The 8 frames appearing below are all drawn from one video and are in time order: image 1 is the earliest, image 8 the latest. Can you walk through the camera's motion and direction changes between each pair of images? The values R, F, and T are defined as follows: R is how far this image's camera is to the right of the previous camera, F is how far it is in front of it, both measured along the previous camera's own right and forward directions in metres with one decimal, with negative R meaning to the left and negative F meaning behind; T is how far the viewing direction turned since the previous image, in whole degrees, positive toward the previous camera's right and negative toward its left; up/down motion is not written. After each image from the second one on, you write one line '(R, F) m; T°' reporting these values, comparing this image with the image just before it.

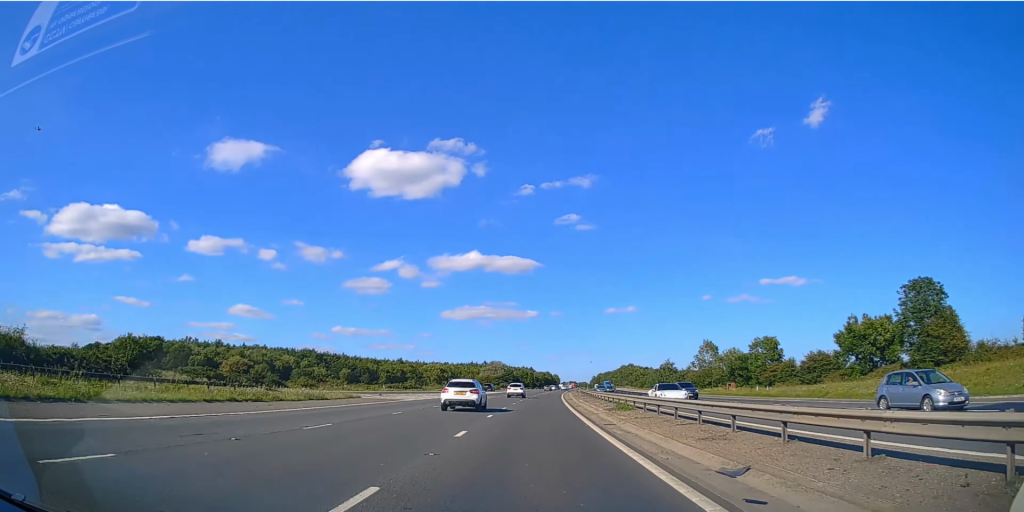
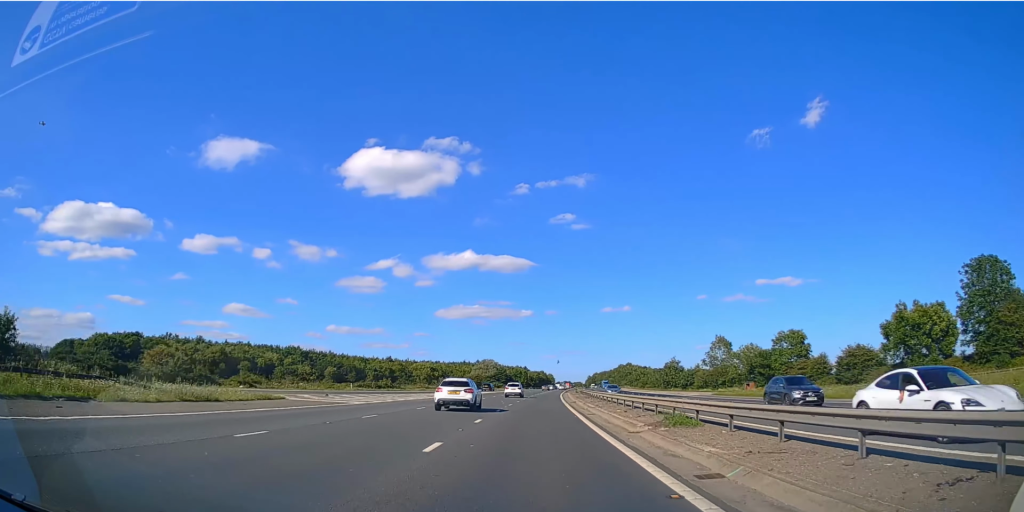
(+0.1, +12.8) m; 0°
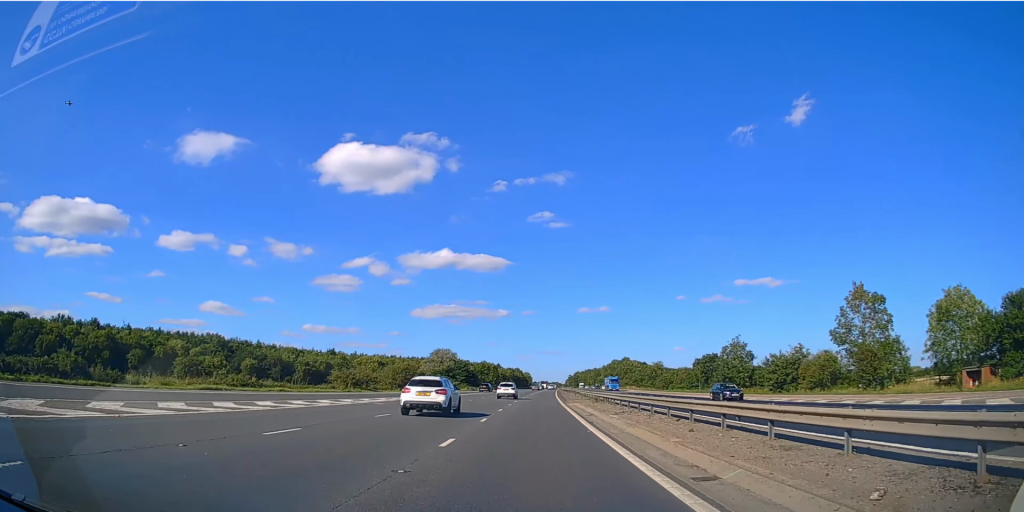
(+0.9, +61.3) m; +2°
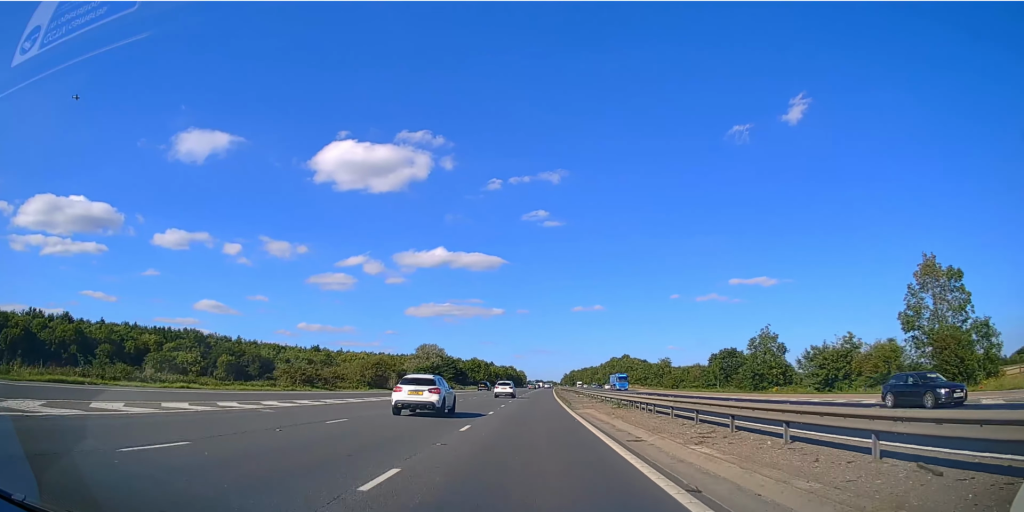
(+0.1, +12.9) m; 0°
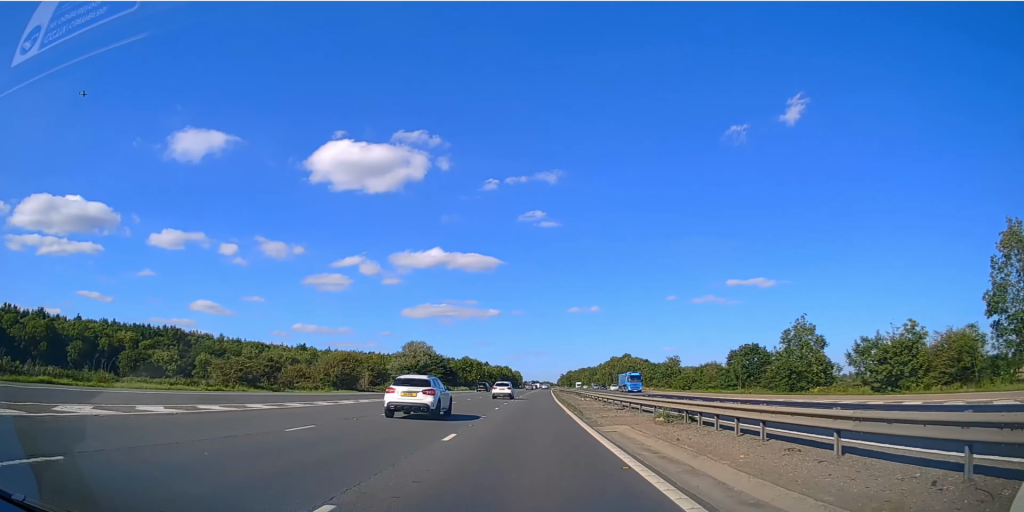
(0.0, +11.9) m; 0°
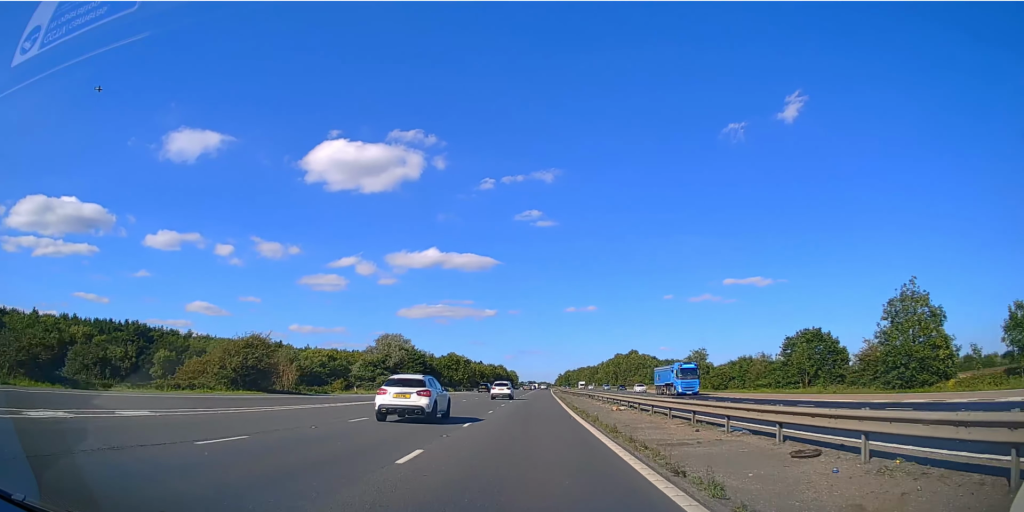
(+0.2, +21.8) m; +1°
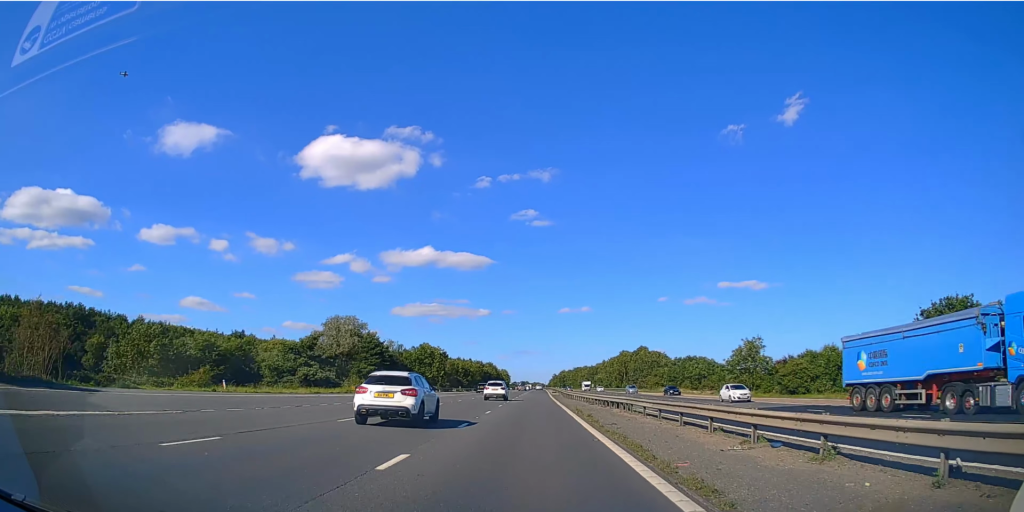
(+0.2, +27.9) m; +1°
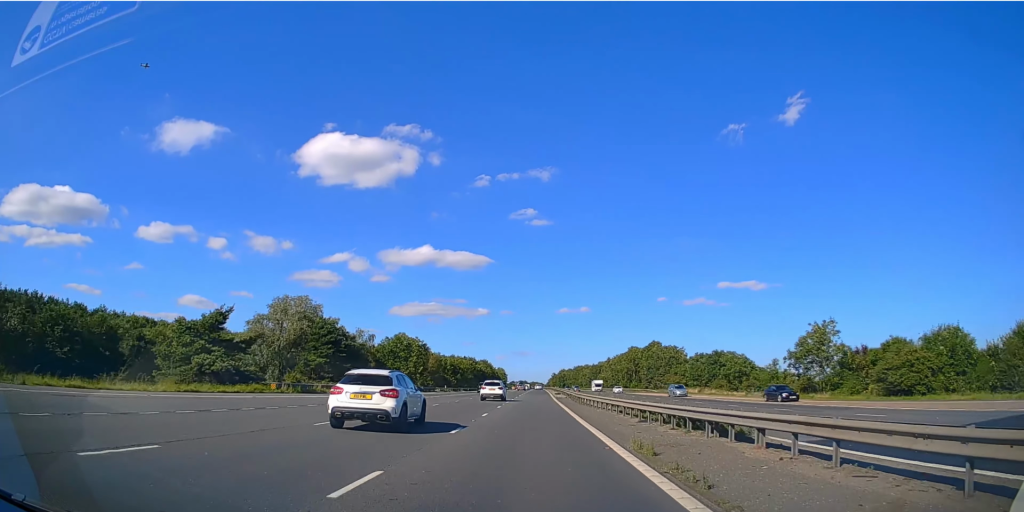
(-0.1, +20.0) m; 0°
